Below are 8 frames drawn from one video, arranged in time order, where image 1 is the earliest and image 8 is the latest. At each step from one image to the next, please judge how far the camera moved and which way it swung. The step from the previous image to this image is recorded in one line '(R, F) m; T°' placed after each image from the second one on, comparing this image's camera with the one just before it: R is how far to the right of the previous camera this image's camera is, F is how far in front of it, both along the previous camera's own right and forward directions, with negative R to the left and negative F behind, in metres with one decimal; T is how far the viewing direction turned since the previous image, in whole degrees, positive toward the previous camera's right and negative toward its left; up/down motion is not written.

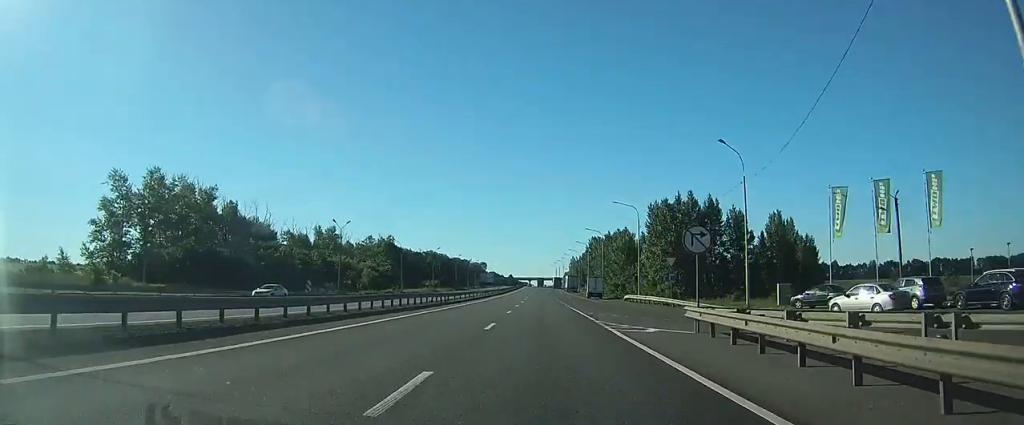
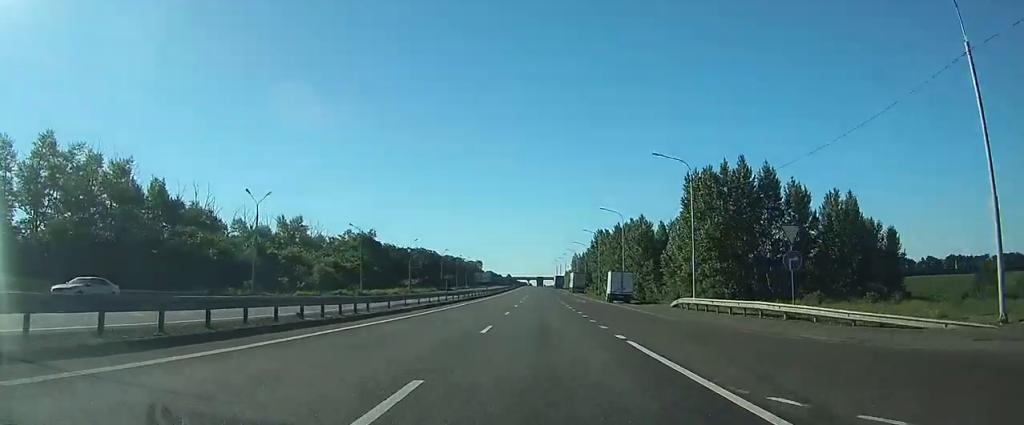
(-0.1, +24.9) m; 0°
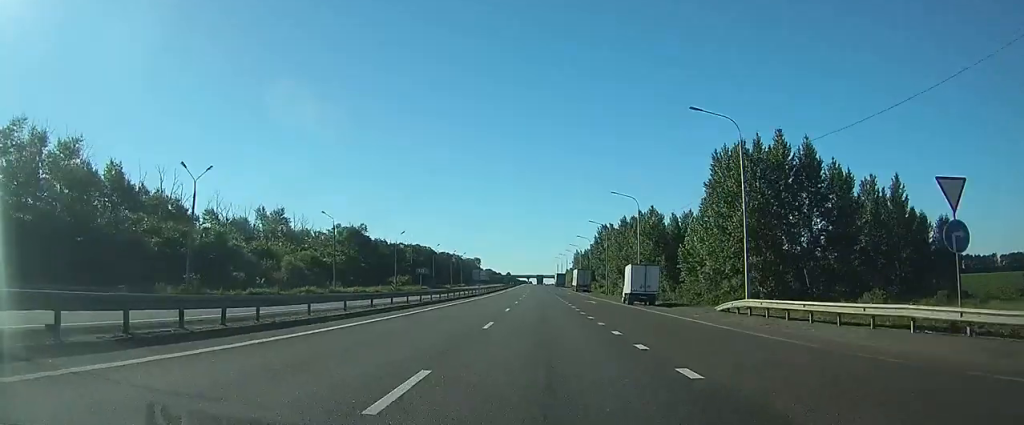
(0.0, +11.4) m; 0°
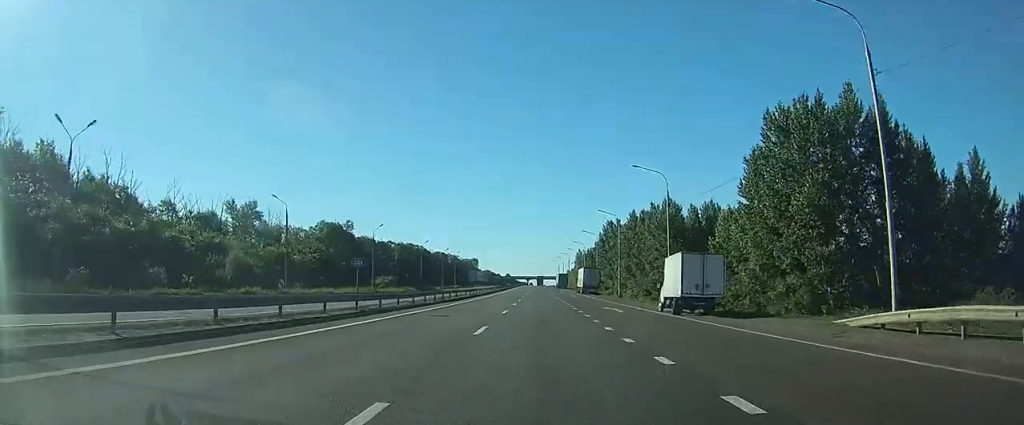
(0.0, +14.6) m; 0°
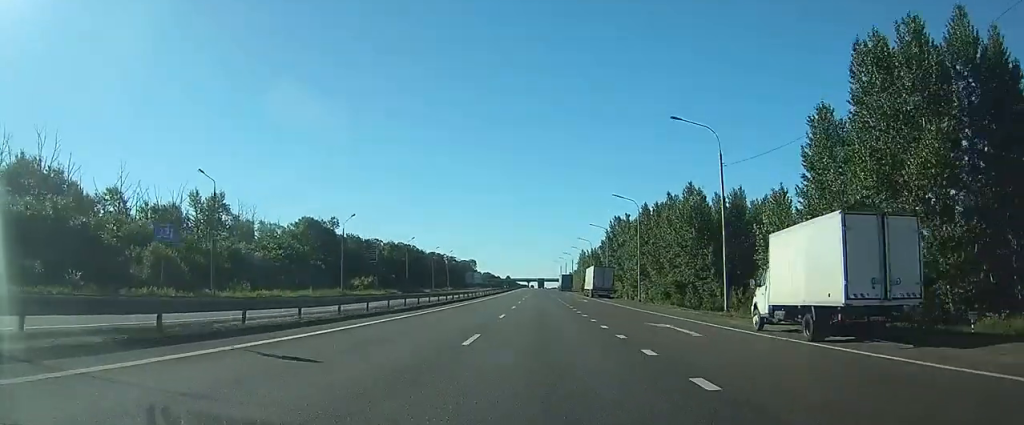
(0.0, +14.6) m; 0°
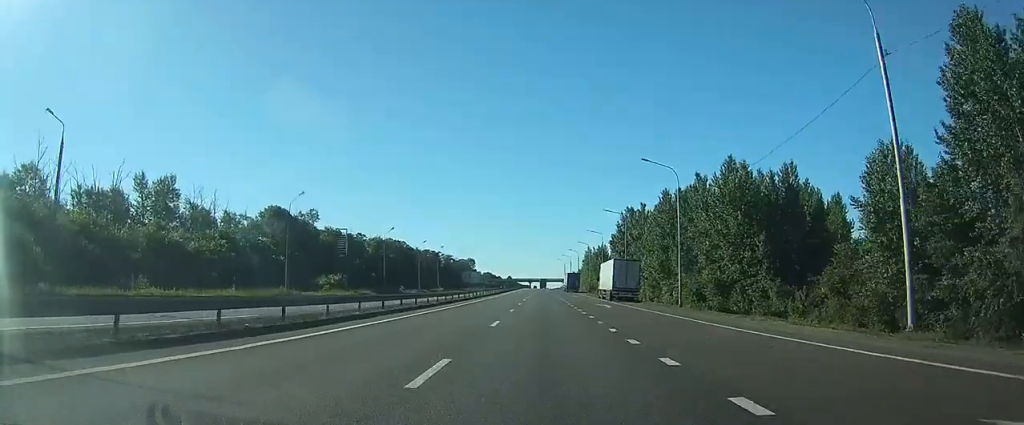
(0.0, +17.7) m; 0°
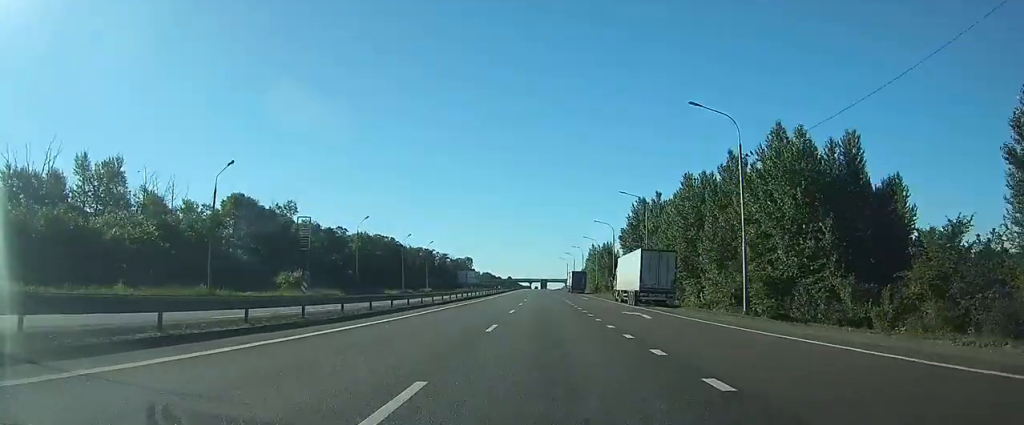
(-0.2, +14.6) m; 0°
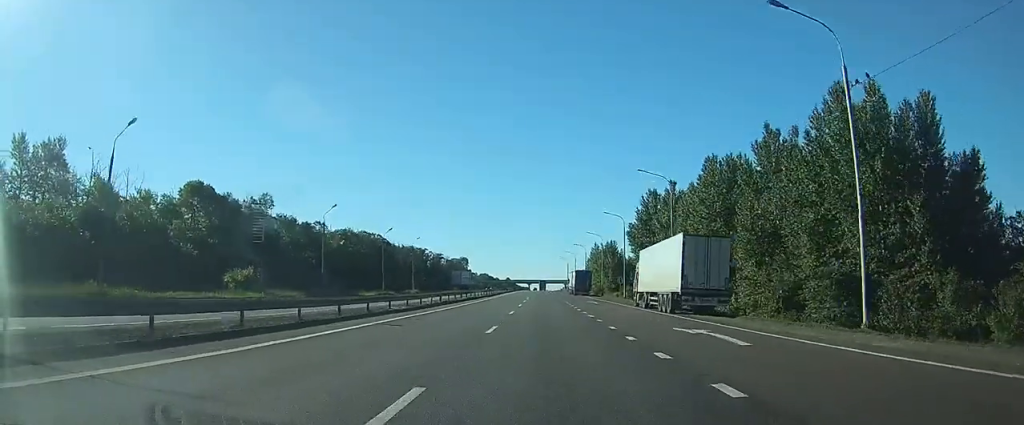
(0.0, +12.3) m; 0°
